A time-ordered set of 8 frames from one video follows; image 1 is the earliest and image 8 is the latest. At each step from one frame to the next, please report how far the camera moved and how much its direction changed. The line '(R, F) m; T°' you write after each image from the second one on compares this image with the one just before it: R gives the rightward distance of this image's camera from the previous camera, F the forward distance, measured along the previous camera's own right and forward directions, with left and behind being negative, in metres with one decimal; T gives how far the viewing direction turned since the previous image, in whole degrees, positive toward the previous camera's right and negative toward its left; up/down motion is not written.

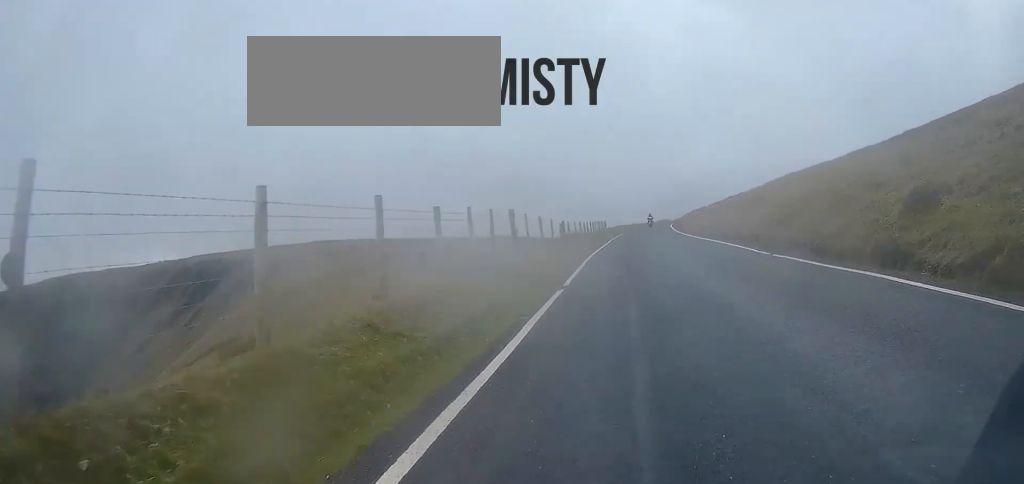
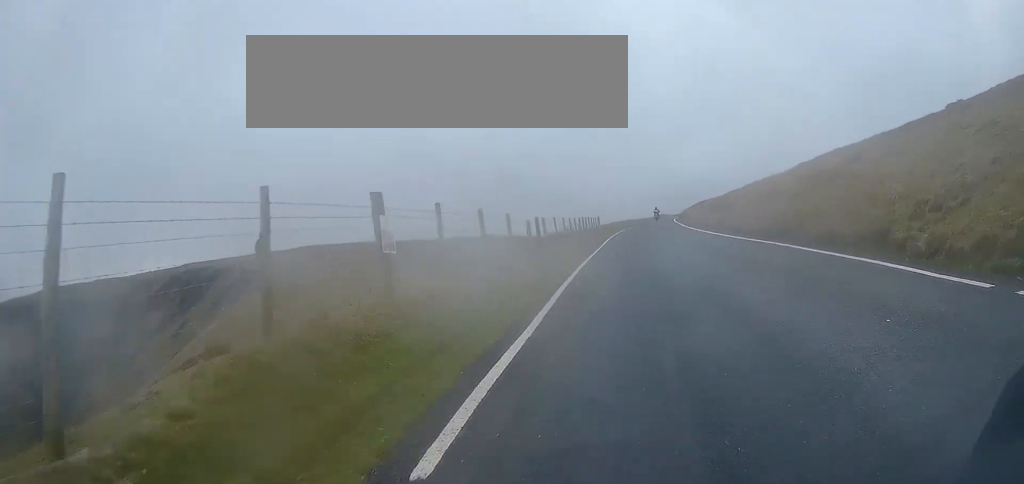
(0.0, +9.0) m; 0°
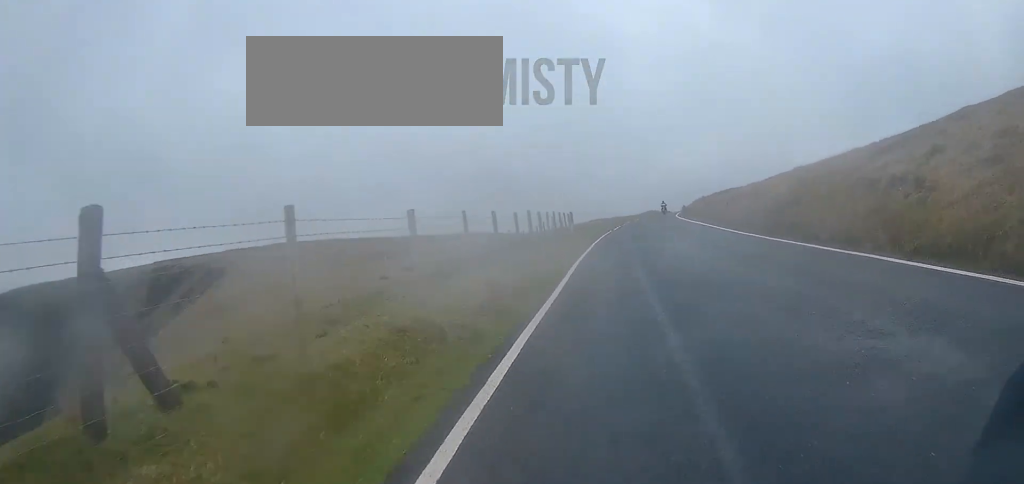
(+0.1, +18.1) m; +1°
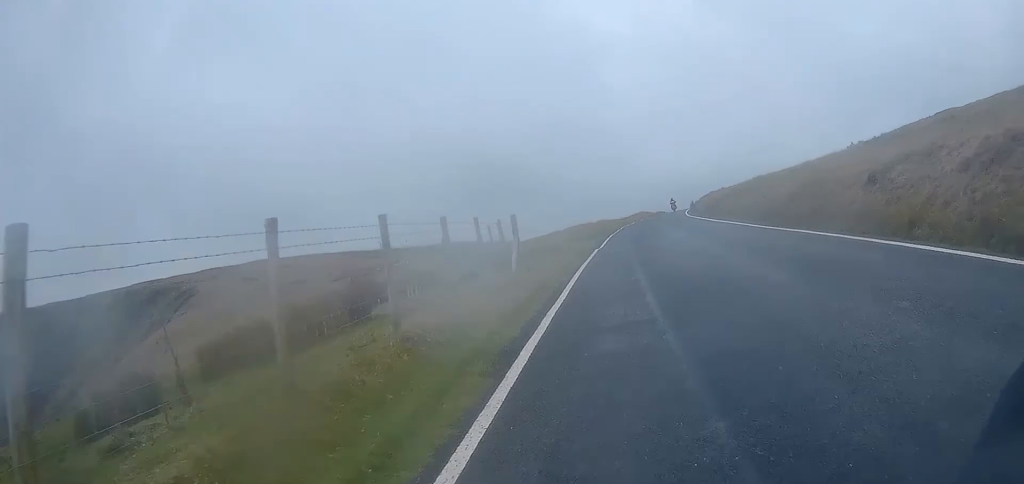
(0.0, +17.5) m; +1°
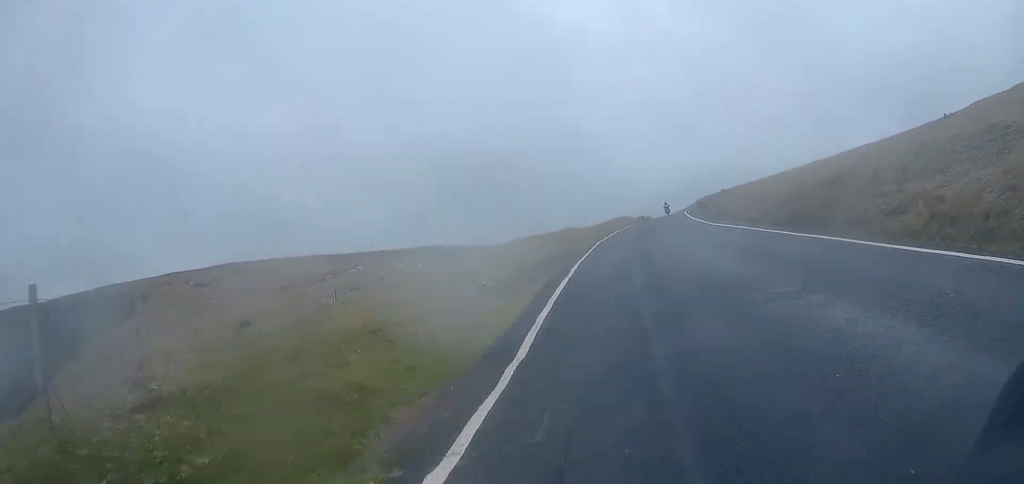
(+0.3, +17.2) m; +3°
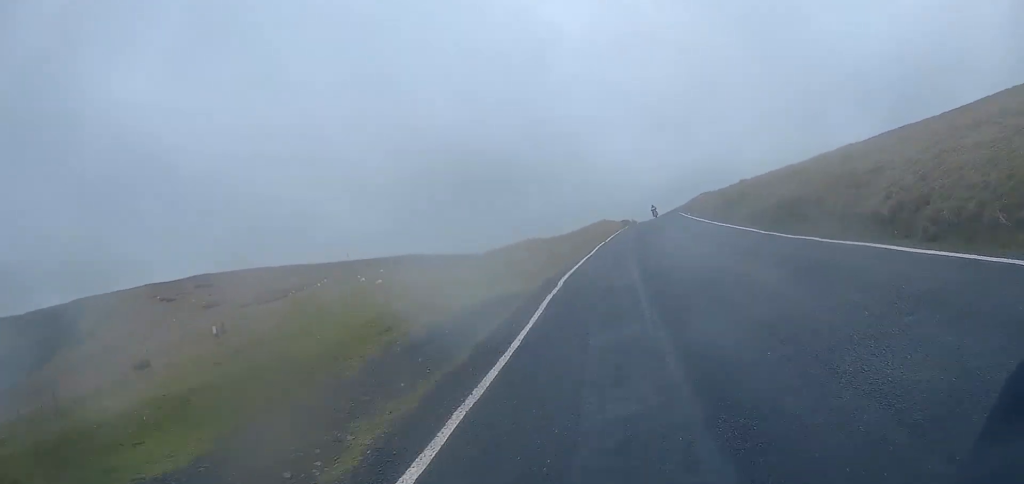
(+0.4, +12.3) m; +1°
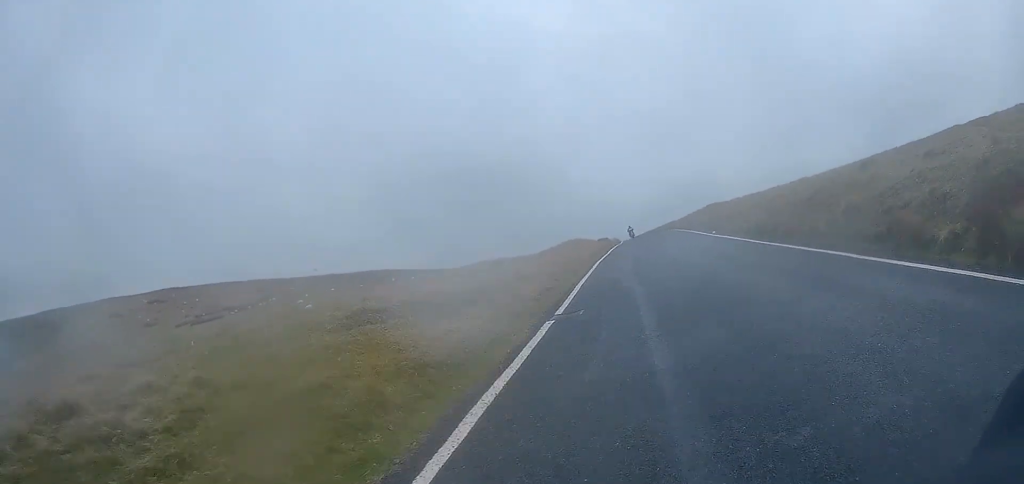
(+0.2, +17.4) m; +2°
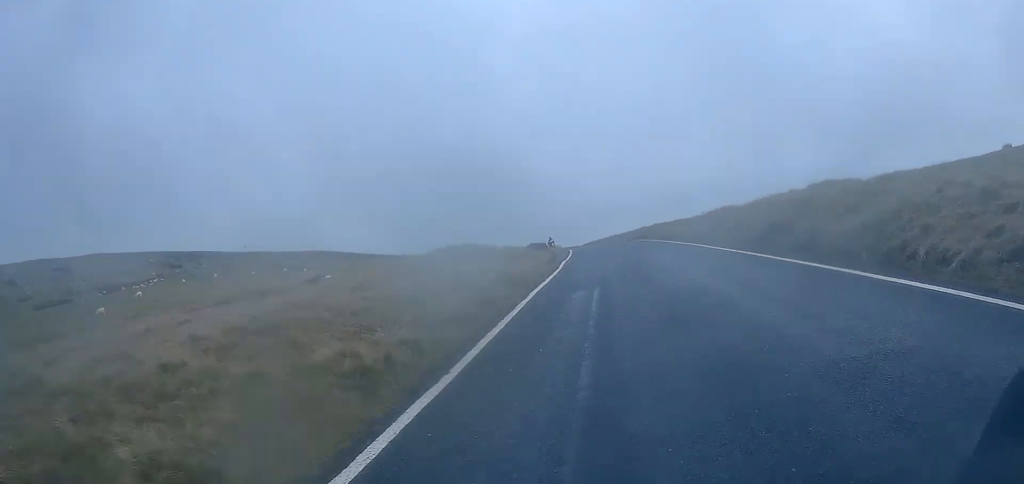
(+1.3, +31.6) m; +4°
